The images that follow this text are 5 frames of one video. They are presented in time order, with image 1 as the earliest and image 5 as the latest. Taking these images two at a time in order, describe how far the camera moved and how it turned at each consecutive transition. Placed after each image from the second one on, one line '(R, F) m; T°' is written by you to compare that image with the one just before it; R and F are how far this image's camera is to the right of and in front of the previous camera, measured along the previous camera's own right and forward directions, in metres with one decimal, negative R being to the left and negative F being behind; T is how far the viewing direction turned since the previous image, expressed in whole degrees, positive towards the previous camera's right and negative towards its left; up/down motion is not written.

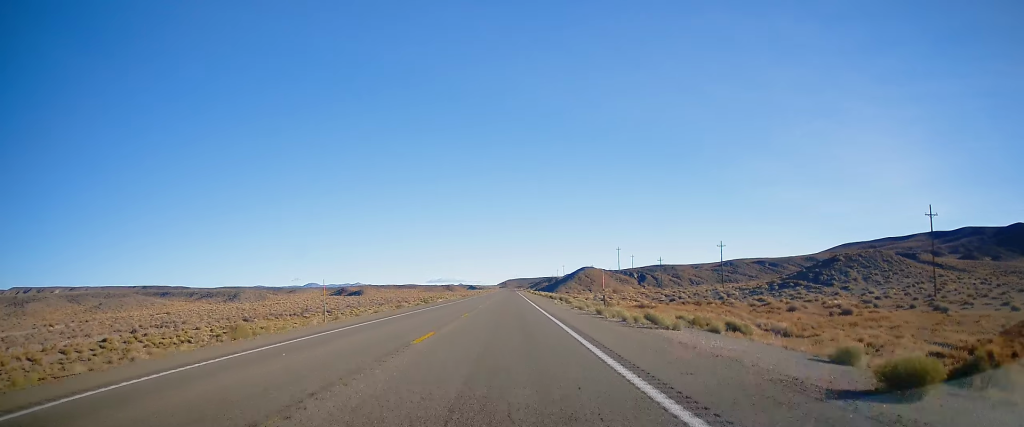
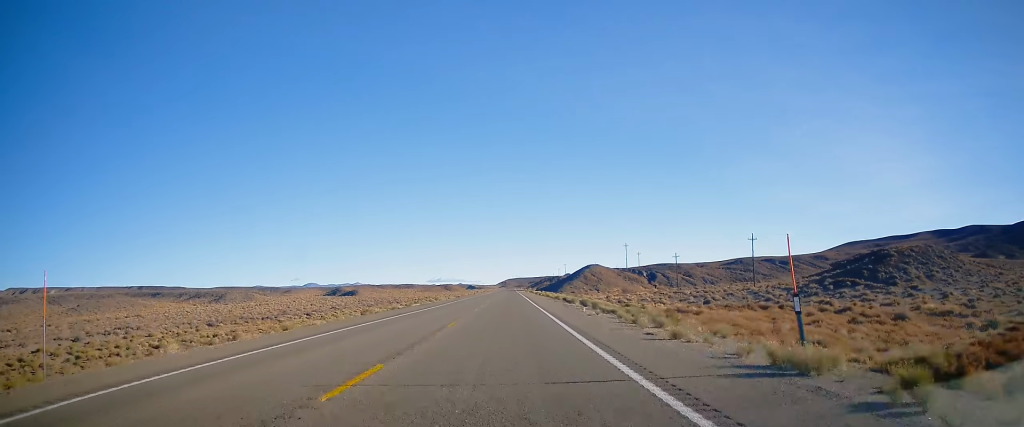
(+0.2, +18.7) m; 0°
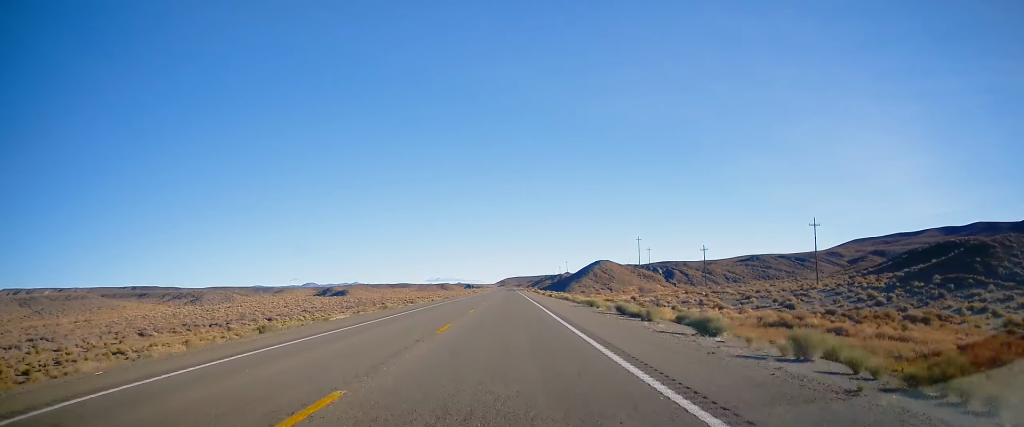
(-0.1, +26.8) m; 0°
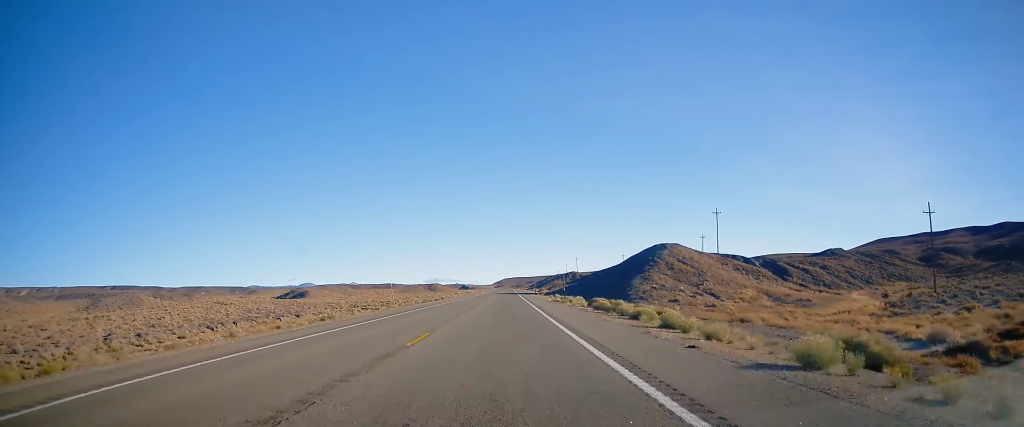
(-0.8, +88.4) m; -1°
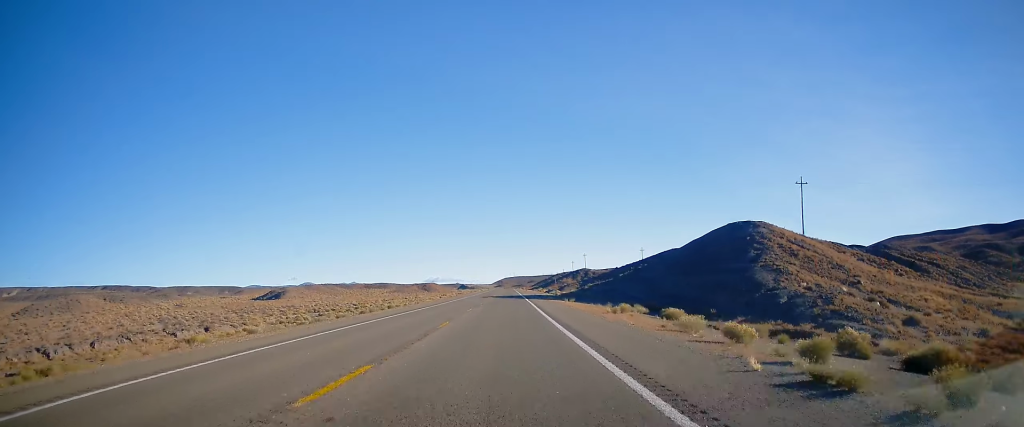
(+0.7, +43.0) m; +1°
